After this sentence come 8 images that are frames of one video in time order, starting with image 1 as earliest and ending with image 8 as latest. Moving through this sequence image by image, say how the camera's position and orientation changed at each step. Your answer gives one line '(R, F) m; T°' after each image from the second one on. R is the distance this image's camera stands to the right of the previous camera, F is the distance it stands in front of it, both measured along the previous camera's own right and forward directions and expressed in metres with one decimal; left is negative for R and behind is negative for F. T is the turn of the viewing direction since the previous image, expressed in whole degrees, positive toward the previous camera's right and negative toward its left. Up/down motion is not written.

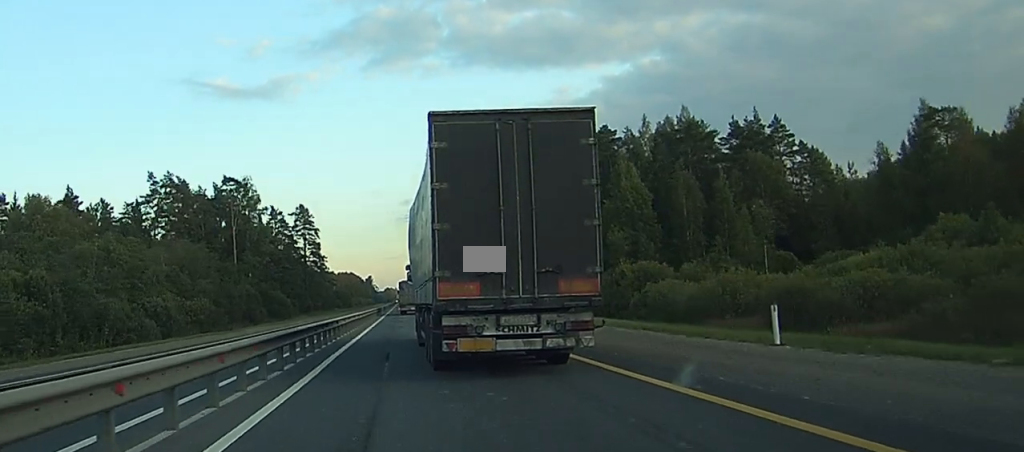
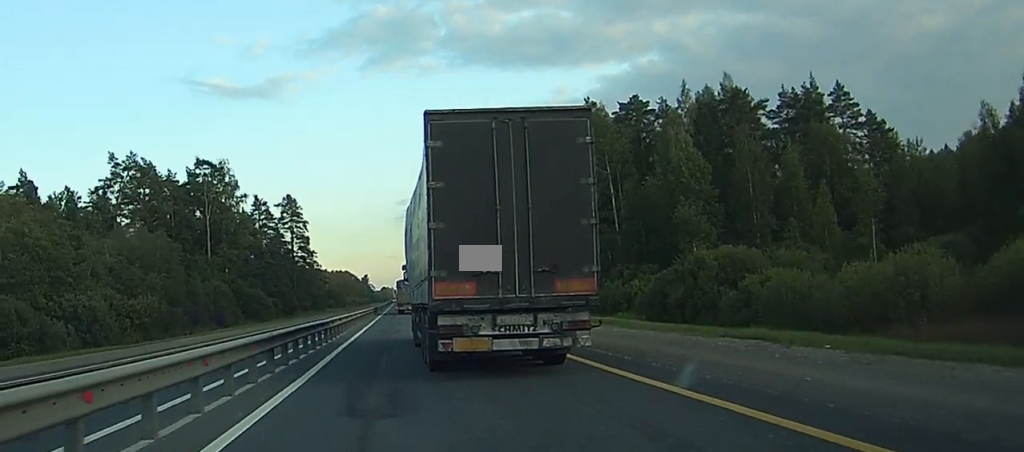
(-0.1, +25.6) m; 0°
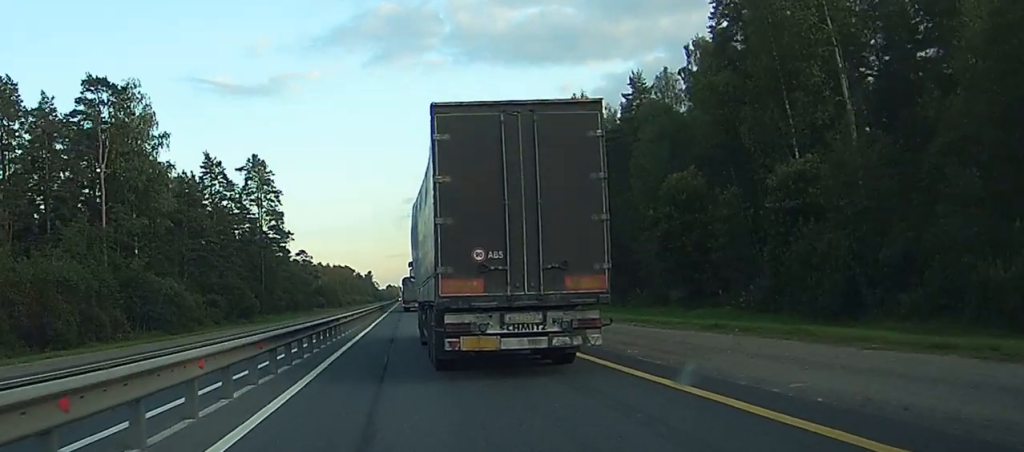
(-0.1, +56.8) m; +1°
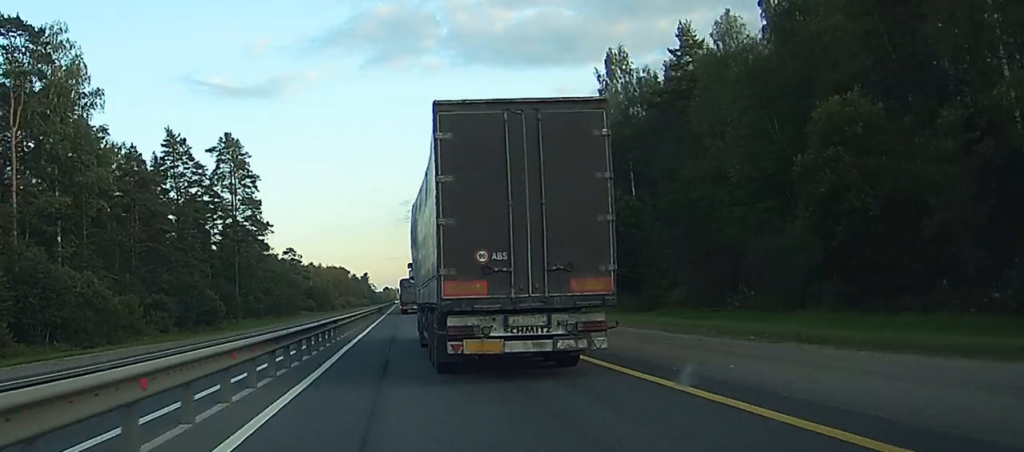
(+0.3, +16.5) m; +1°
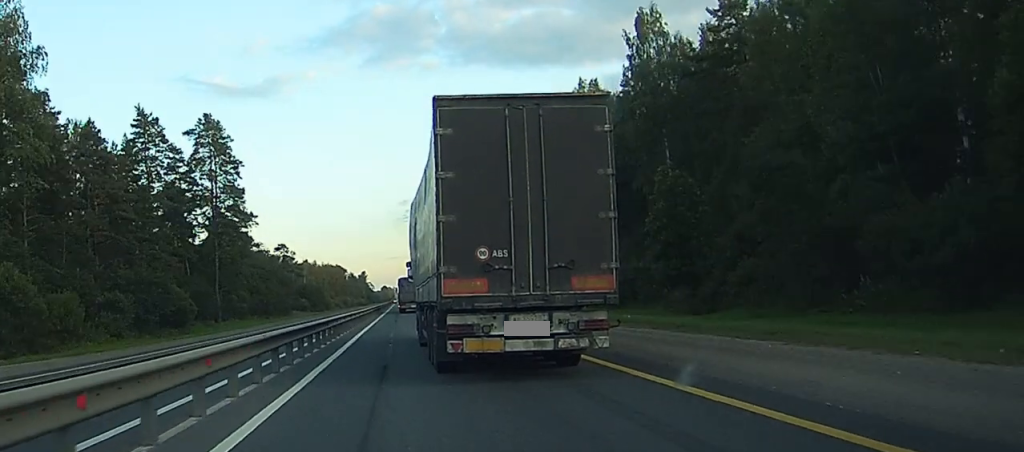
(0.0, +9.8) m; 0°
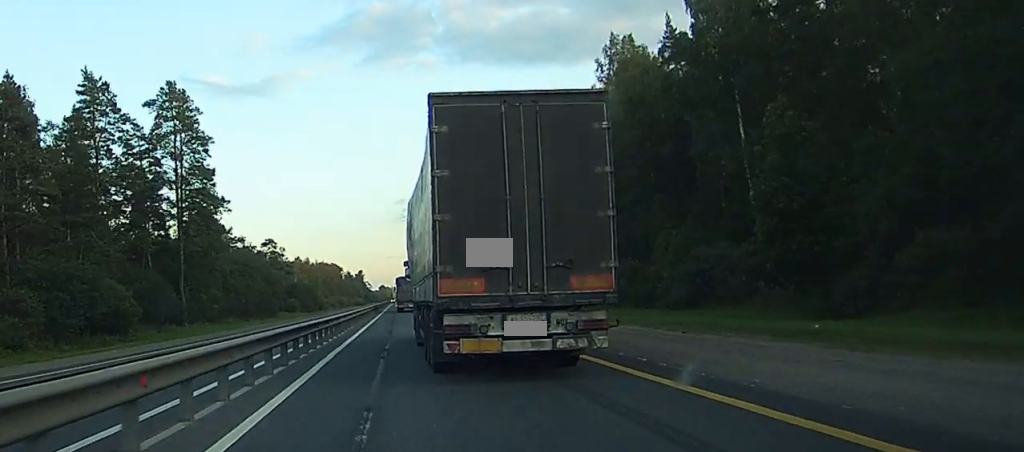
(-0.1, +13.7) m; -1°
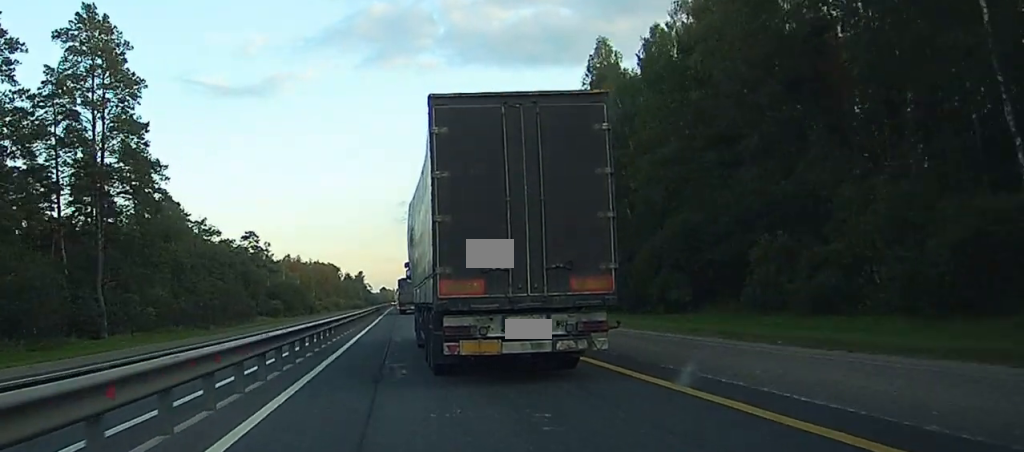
(-0.7, +24.7) m; -2°
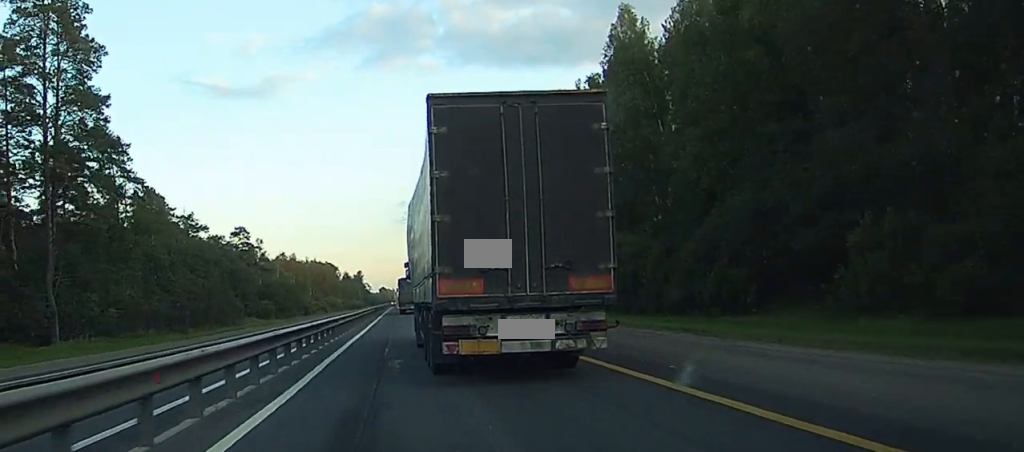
(-0.2, +9.7) m; 0°
